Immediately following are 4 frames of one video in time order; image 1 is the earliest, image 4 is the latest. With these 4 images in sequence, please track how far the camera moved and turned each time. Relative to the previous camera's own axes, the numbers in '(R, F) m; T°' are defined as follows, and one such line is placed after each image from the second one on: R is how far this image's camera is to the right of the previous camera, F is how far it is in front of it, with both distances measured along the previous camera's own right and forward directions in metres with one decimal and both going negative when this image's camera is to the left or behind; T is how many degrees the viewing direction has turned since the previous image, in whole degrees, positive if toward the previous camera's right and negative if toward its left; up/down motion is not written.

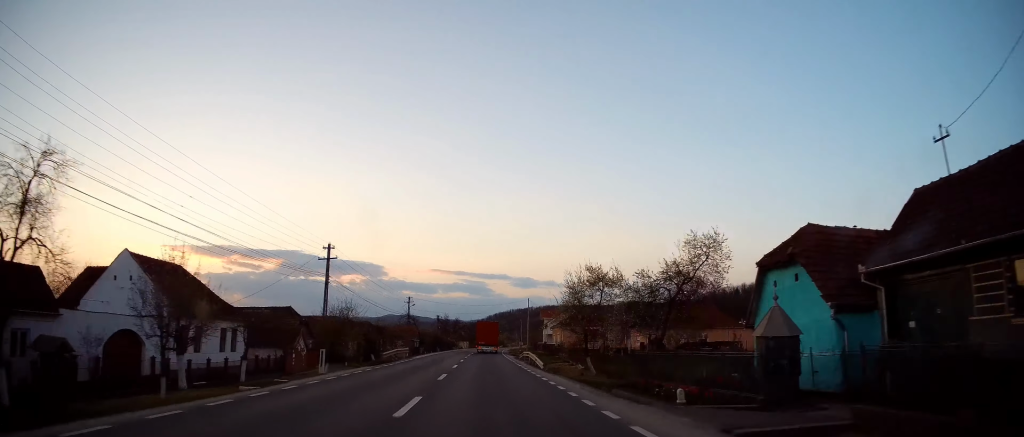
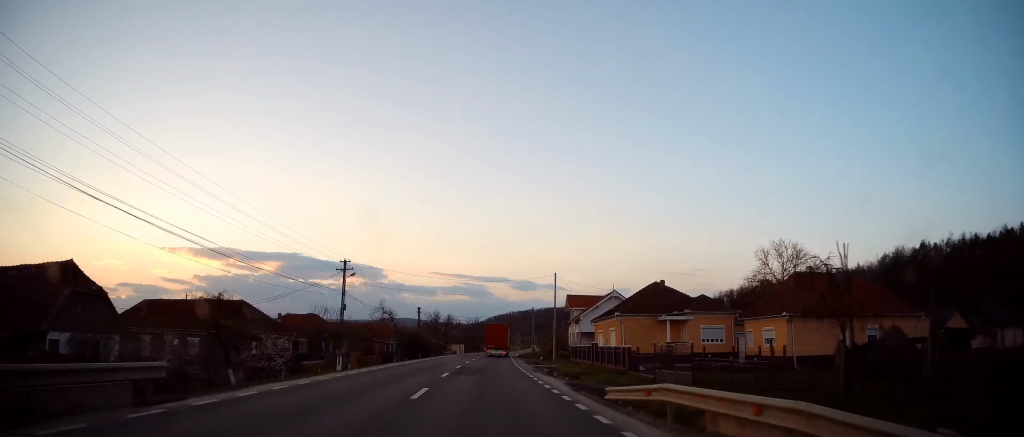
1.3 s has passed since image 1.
(0.0, +32.2) m; 0°
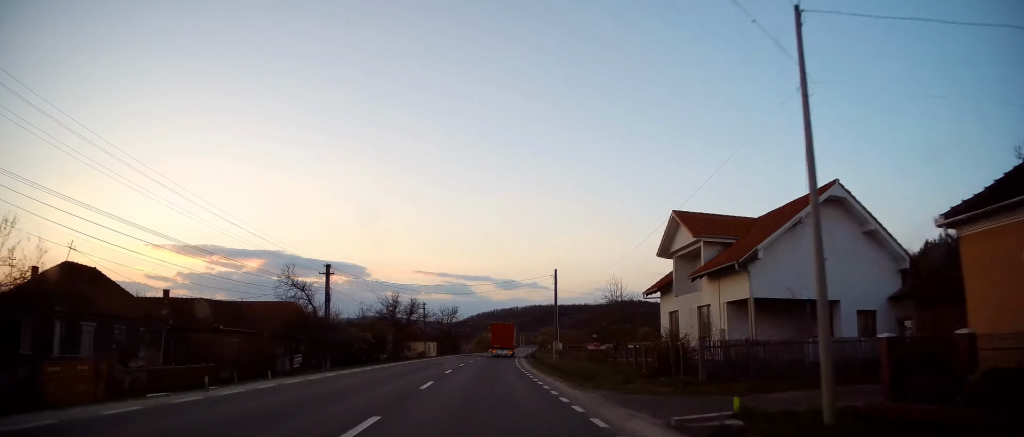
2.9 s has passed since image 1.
(-0.2, +41.8) m; +1°
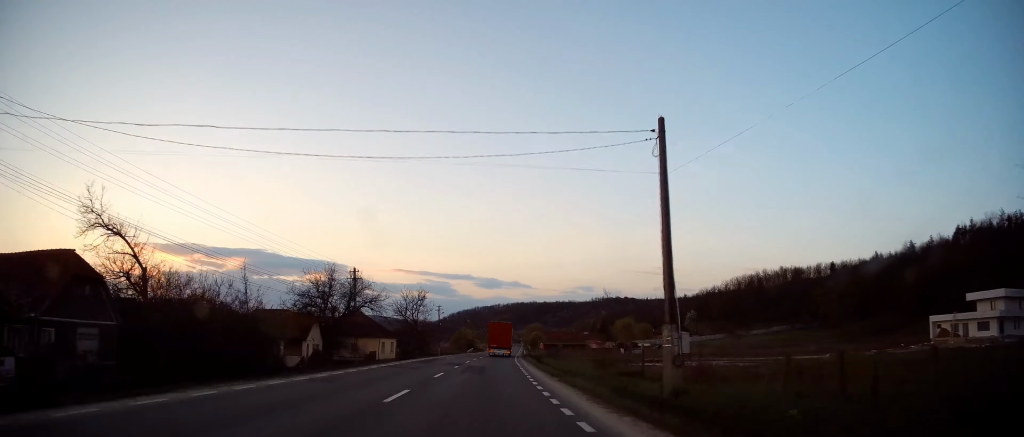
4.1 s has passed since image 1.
(+1.0, +30.2) m; +2°
